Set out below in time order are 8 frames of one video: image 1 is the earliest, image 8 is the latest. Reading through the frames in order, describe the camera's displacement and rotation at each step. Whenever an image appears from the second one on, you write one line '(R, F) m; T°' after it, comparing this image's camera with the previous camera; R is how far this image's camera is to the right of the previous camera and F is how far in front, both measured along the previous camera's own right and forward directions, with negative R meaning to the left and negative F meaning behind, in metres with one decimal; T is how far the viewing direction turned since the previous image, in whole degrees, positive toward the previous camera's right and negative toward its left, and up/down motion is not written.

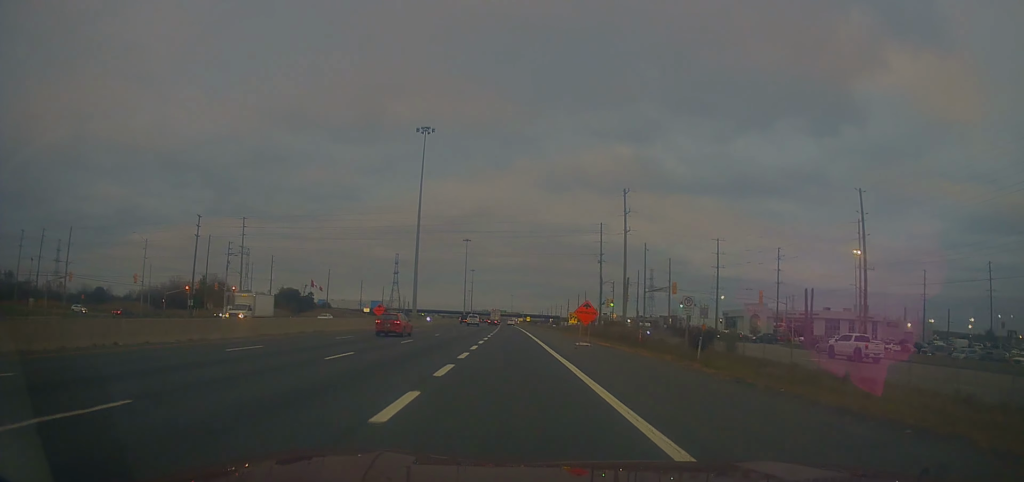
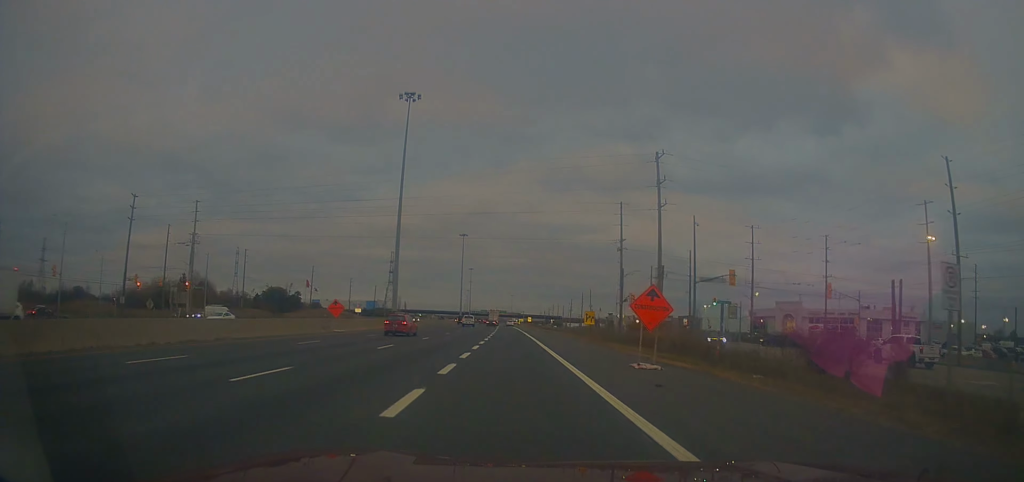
(-0.4, +17.4) m; -1°
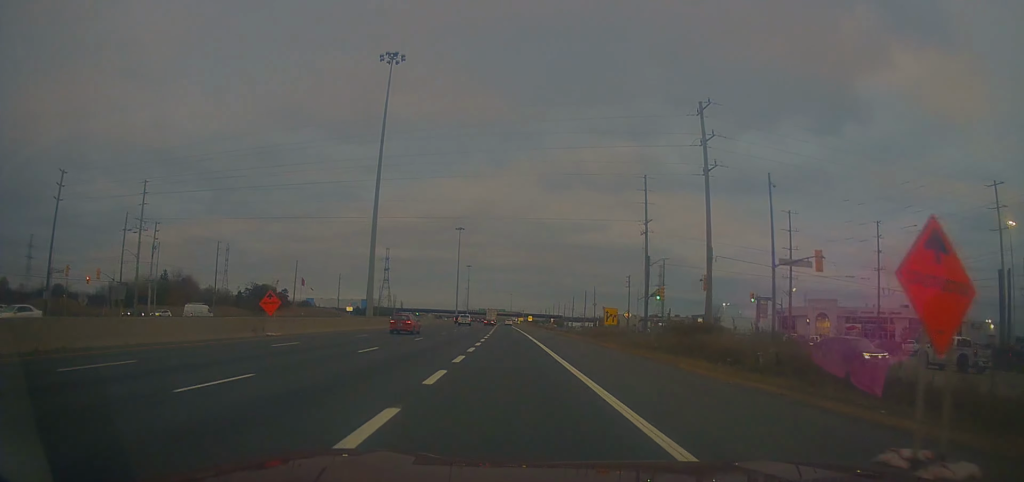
(-0.2, +14.6) m; -1°
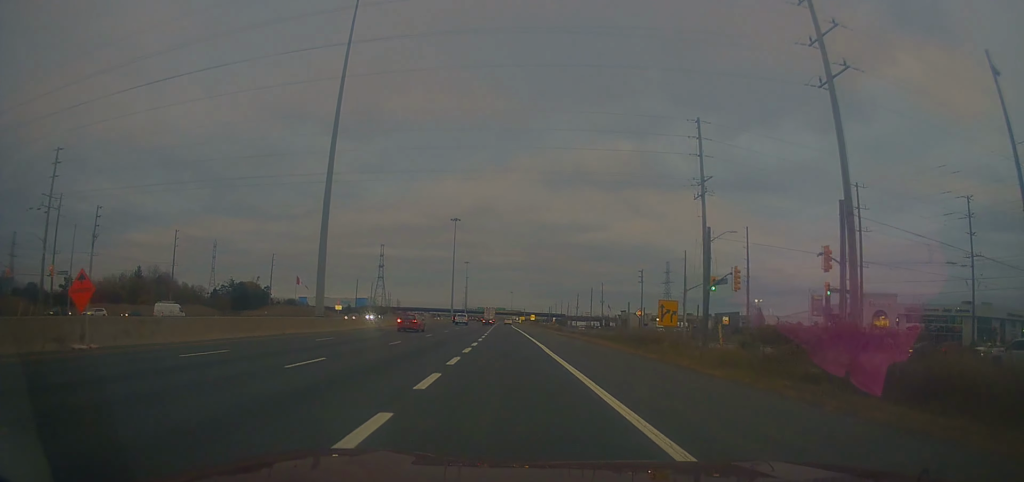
(0.0, +19.0) m; +1°
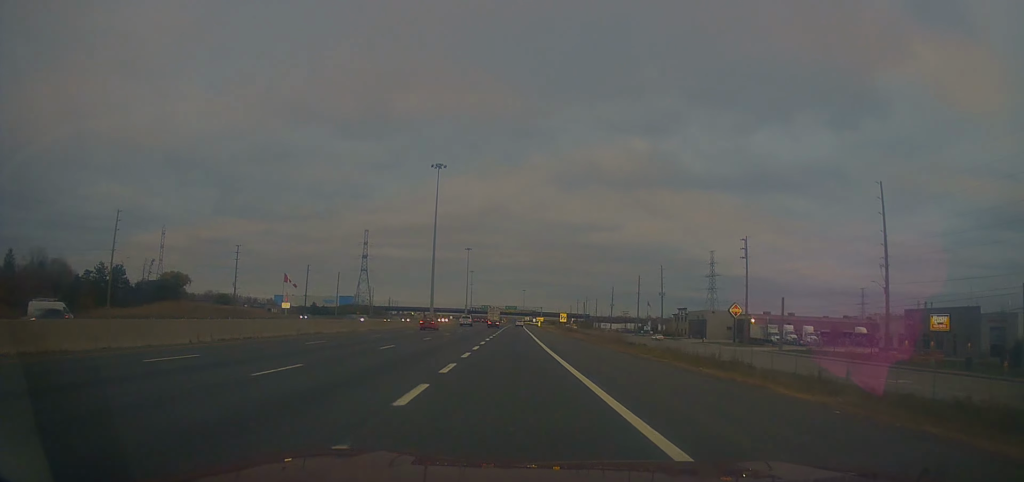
(+0.9, +74.7) m; -1°
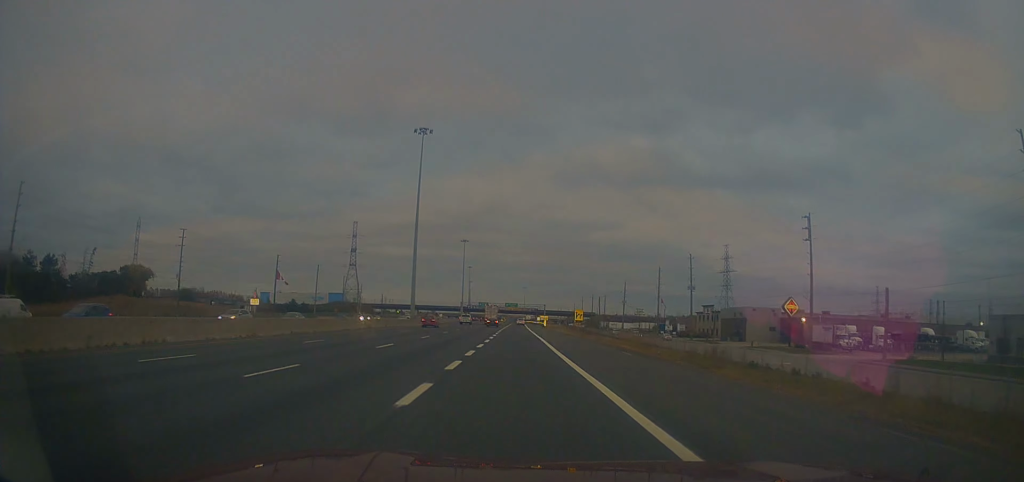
(-0.3, +24.6) m; 0°
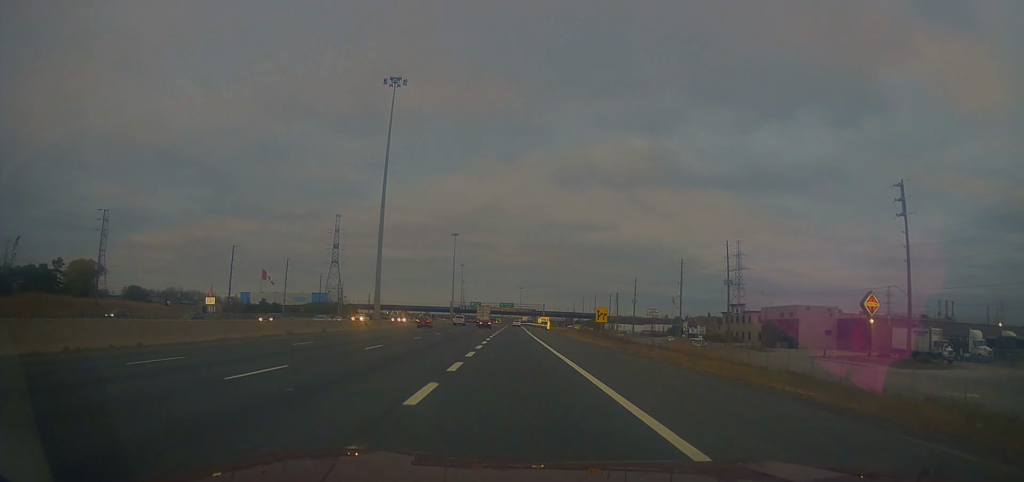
(+0.2, +24.5) m; +1°
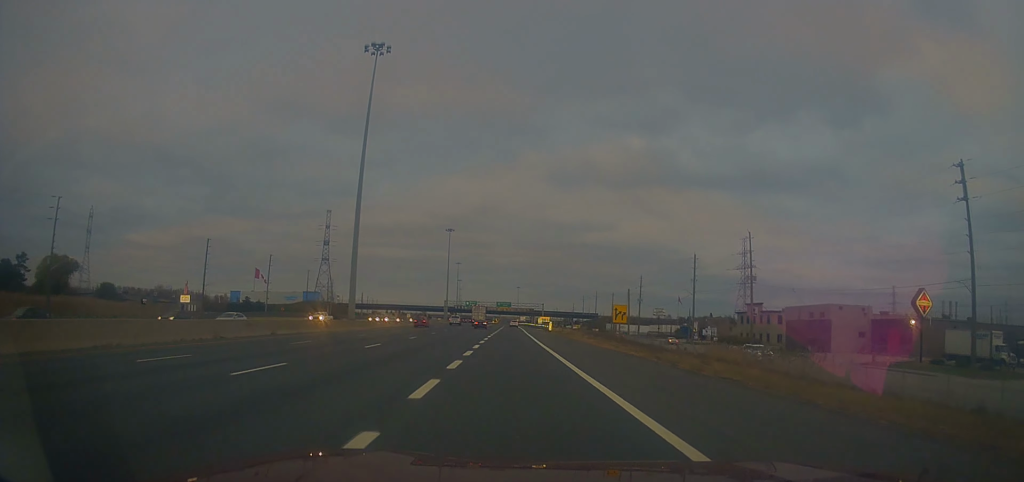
(+0.3, +11.3) m; 0°
